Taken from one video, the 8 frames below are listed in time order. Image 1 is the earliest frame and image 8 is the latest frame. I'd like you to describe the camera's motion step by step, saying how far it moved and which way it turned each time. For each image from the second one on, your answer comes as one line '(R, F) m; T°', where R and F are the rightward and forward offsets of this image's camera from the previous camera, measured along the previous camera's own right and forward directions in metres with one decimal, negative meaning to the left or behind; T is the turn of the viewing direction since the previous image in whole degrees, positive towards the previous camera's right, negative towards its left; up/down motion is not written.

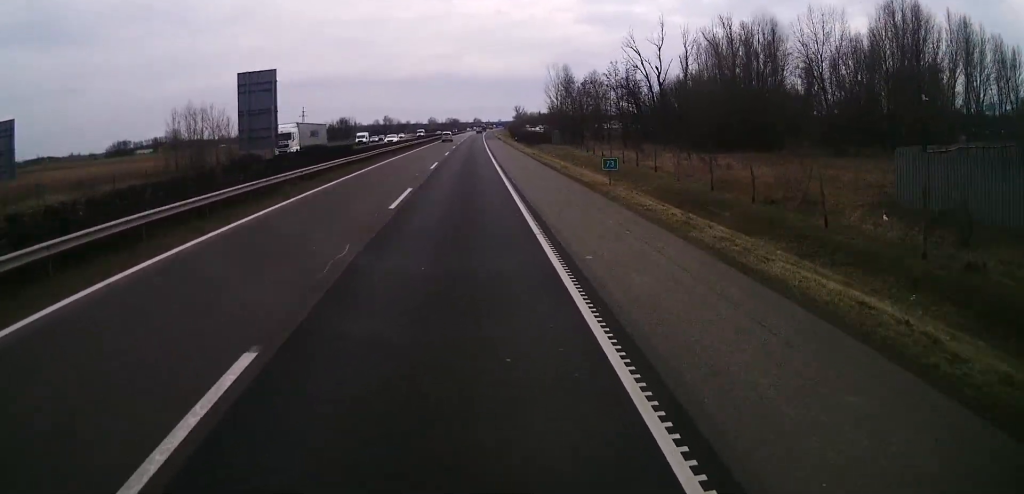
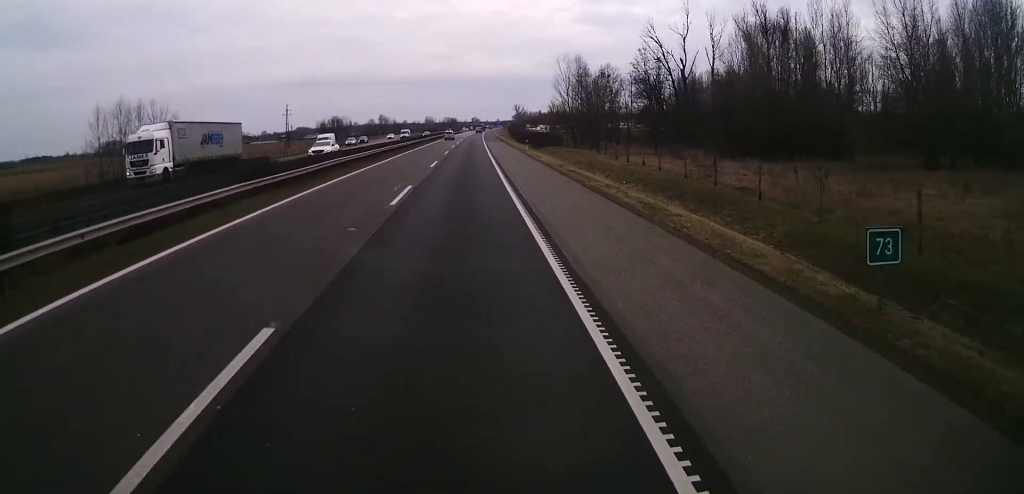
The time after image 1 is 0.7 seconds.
(0.0, +17.3) m; 0°
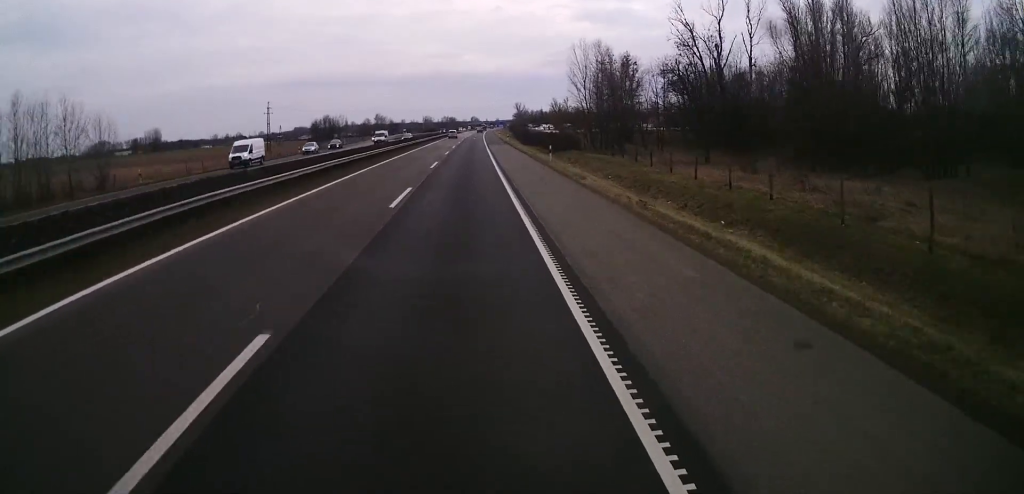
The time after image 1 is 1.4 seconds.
(-0.1, +18.2) m; 0°
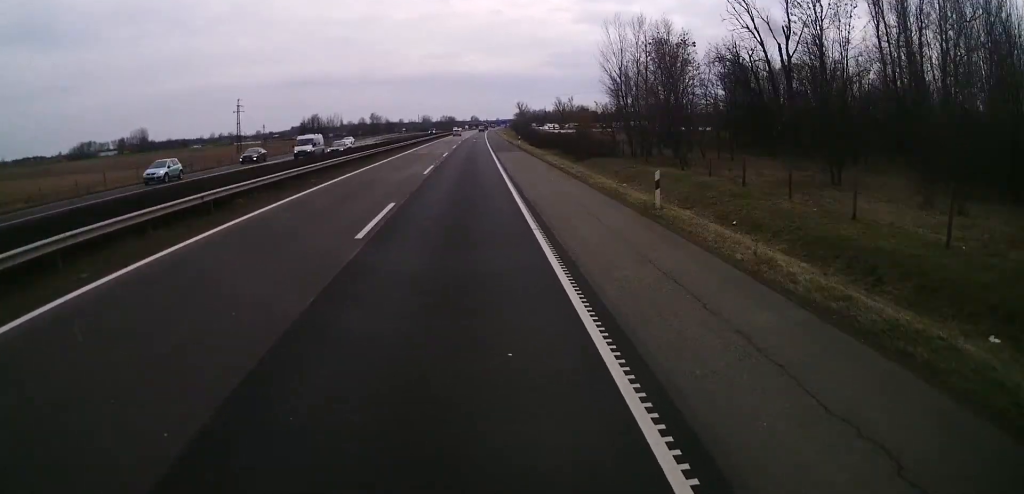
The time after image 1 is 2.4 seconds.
(+0.3, +24.0) m; +1°
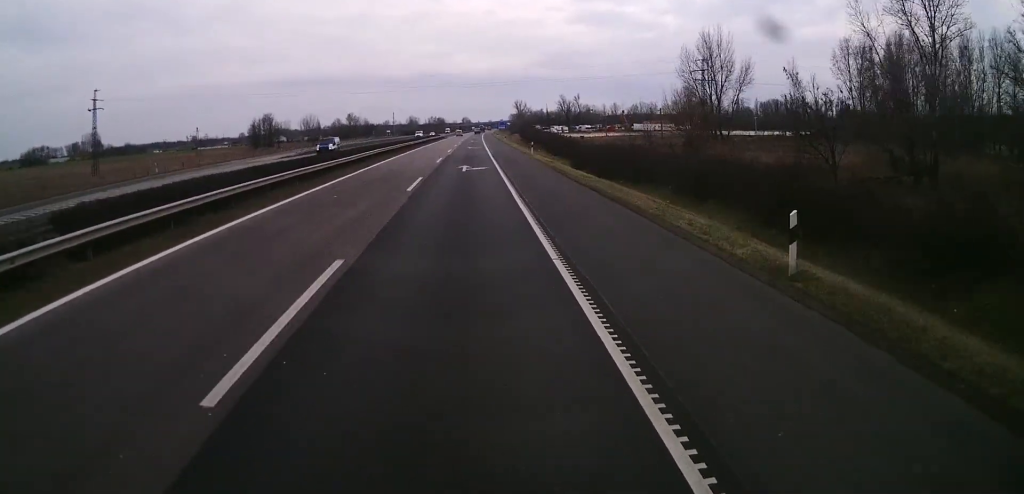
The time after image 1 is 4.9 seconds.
(-0.1, +62.8) m; -1°
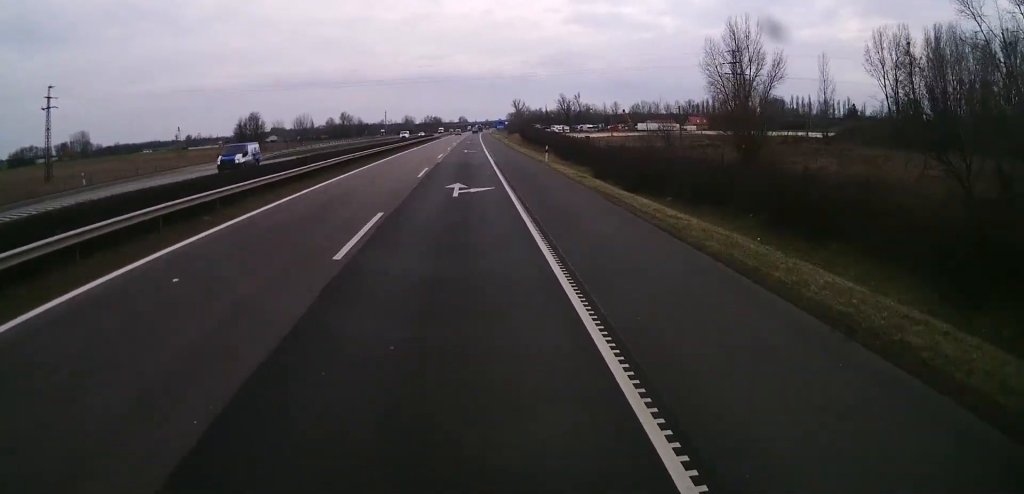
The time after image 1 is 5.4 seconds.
(0.0, +12.4) m; 0°
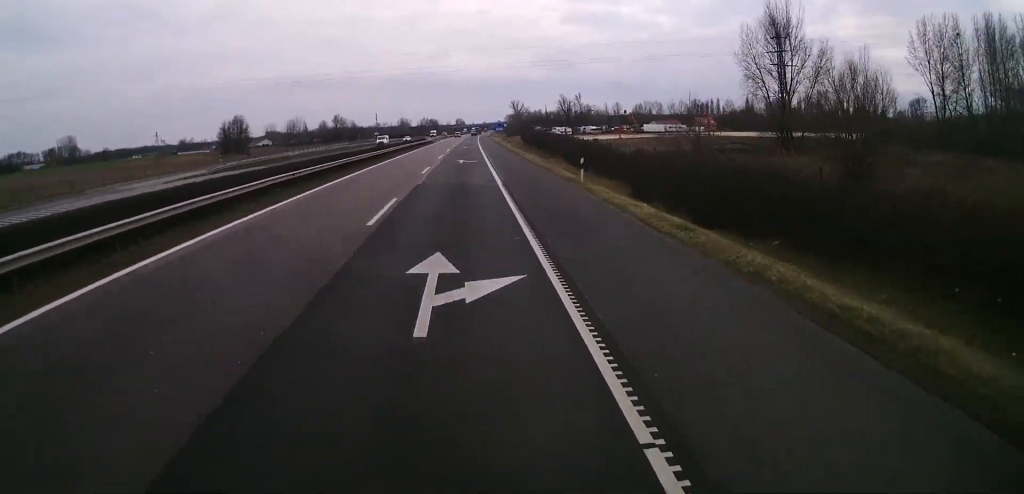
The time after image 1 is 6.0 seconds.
(-0.1, +14.0) m; 0°
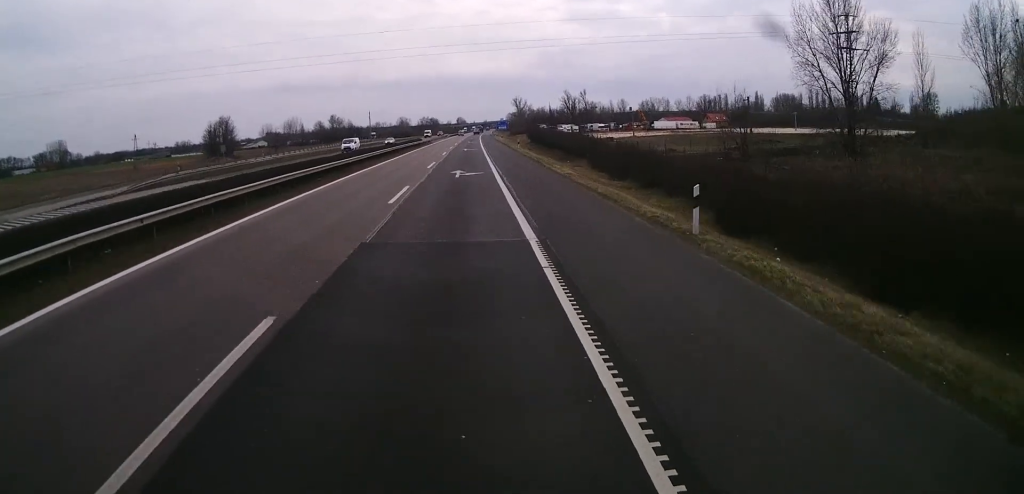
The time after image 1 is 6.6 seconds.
(0.0, +14.1) m; 0°
